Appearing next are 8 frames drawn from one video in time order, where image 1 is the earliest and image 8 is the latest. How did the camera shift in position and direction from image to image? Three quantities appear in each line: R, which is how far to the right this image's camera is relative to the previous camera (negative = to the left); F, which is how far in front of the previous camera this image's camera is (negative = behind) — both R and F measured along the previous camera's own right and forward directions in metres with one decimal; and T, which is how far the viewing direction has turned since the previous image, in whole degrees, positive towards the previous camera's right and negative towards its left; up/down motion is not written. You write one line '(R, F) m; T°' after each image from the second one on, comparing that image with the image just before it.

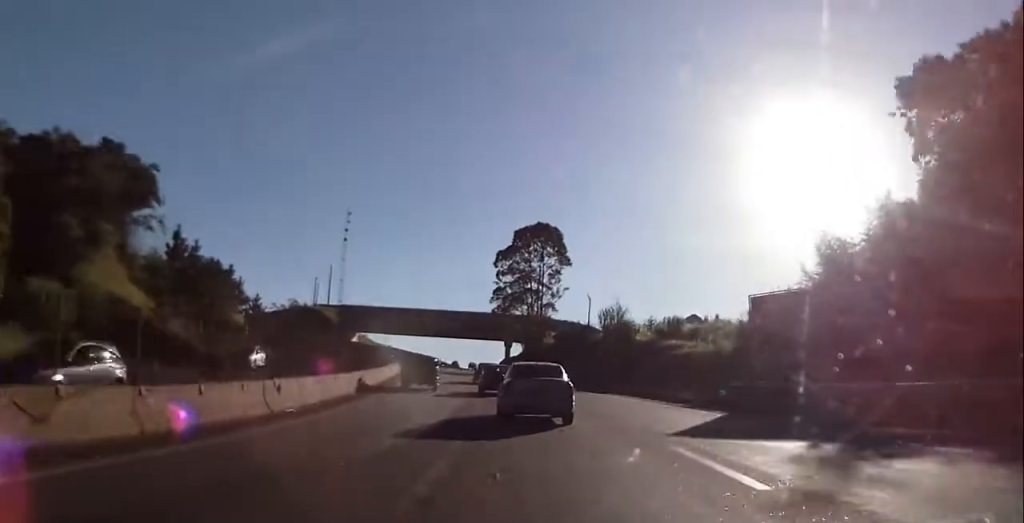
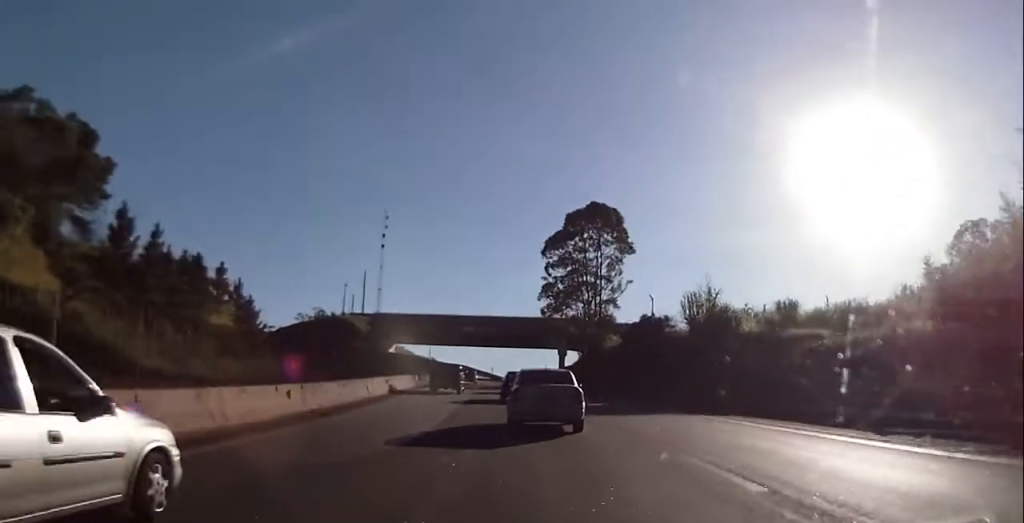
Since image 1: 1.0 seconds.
(-0.5, +15.4) m; -5°
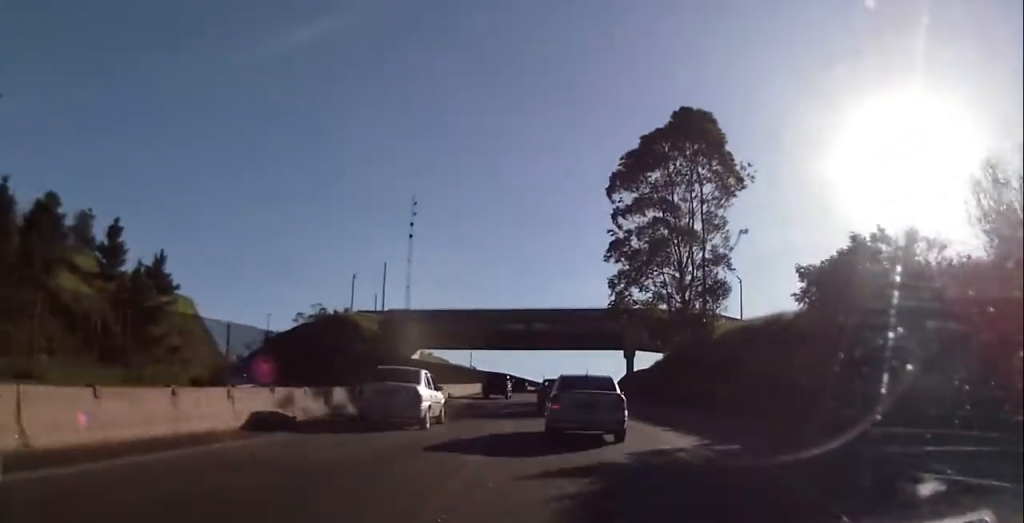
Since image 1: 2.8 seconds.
(-2.4, +28.0) m; -8°
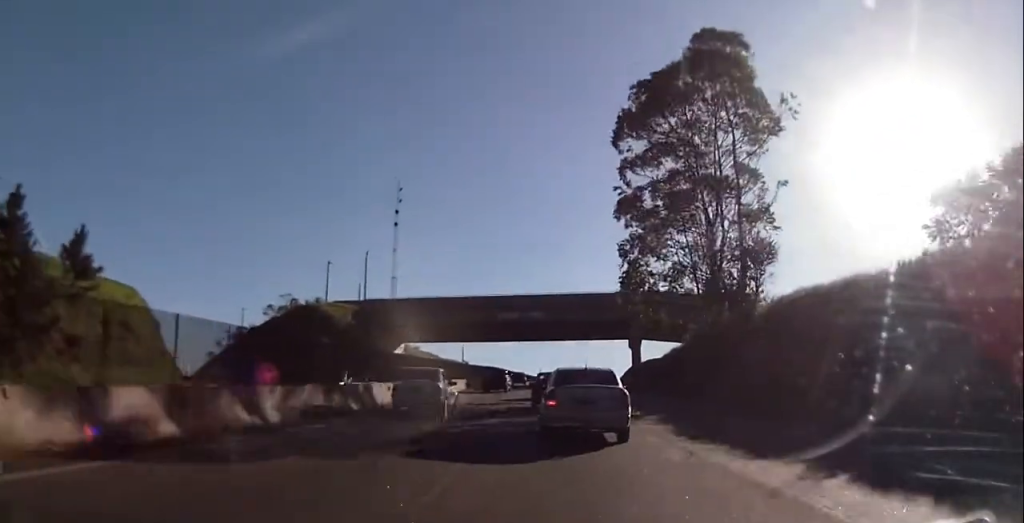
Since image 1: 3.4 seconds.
(-0.4, +10.2) m; 0°
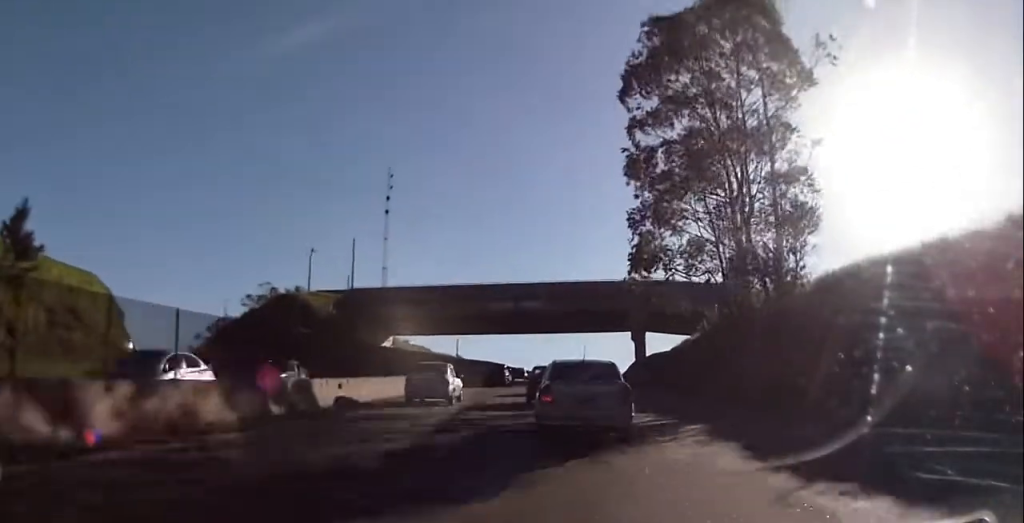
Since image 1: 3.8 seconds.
(+0.2, +6.1) m; +1°
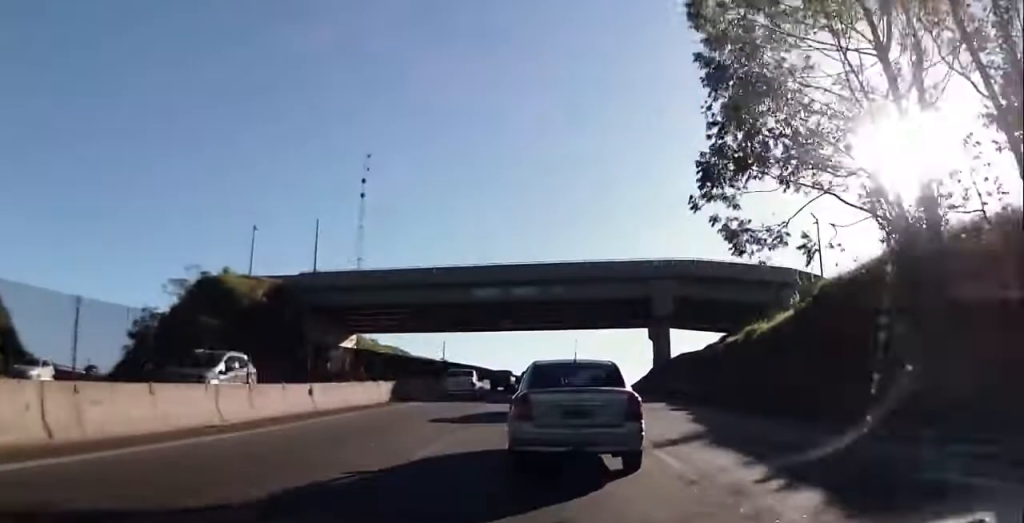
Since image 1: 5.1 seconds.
(+0.3, +18.6) m; 0°
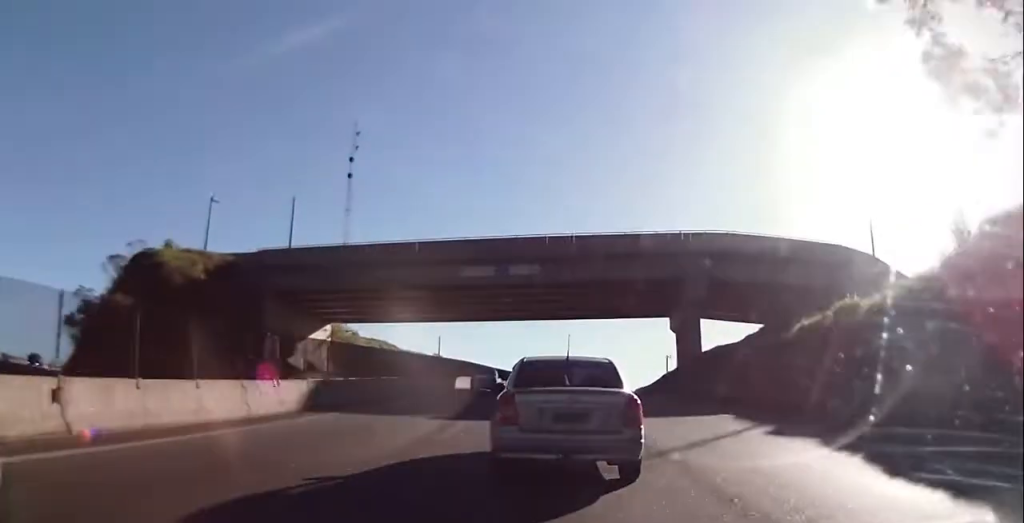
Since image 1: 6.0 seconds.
(-0.1, +12.1) m; -2°
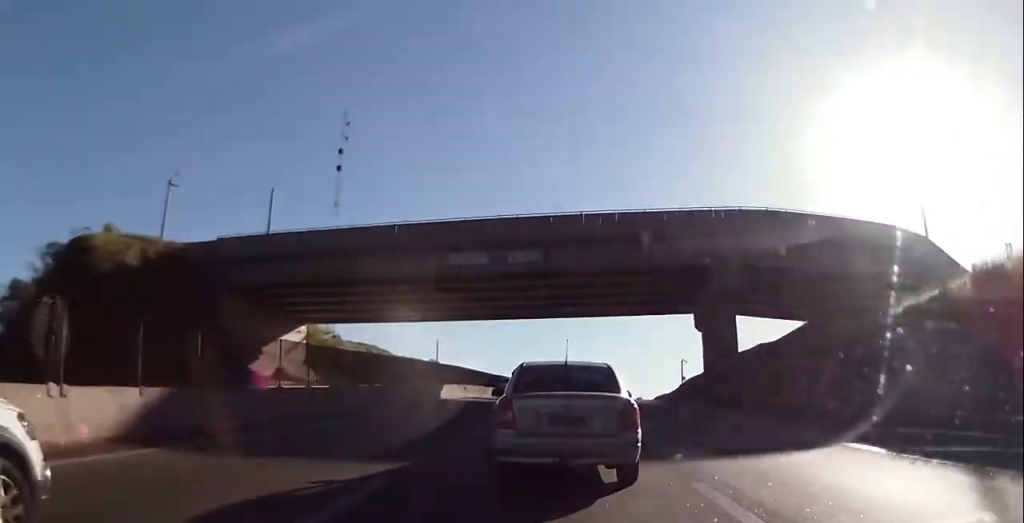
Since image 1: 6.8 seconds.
(-0.1, +9.3) m; -1°
